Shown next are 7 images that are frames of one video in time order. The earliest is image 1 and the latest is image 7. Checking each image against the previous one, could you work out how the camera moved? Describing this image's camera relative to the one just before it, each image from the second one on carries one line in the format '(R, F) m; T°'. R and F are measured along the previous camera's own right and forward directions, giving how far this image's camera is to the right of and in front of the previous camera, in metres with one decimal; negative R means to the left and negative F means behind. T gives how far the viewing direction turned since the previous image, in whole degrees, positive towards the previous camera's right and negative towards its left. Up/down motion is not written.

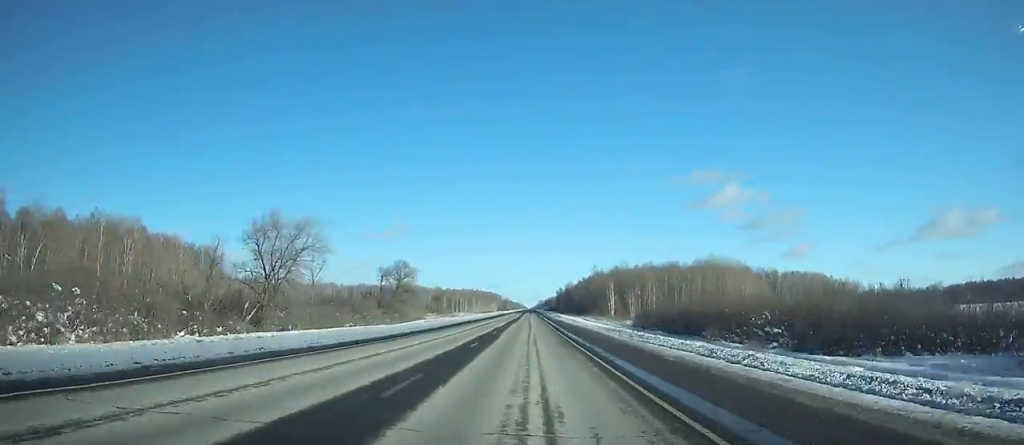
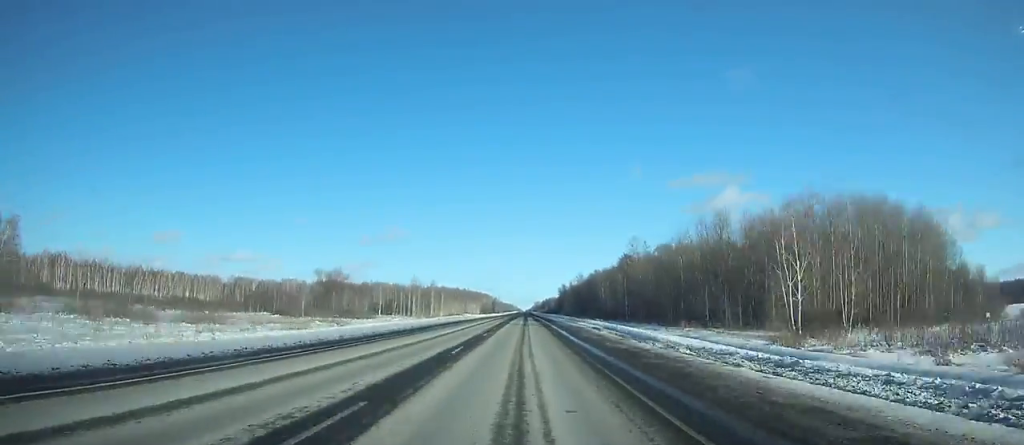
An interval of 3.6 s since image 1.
(+0.4, +107.9) m; 0°
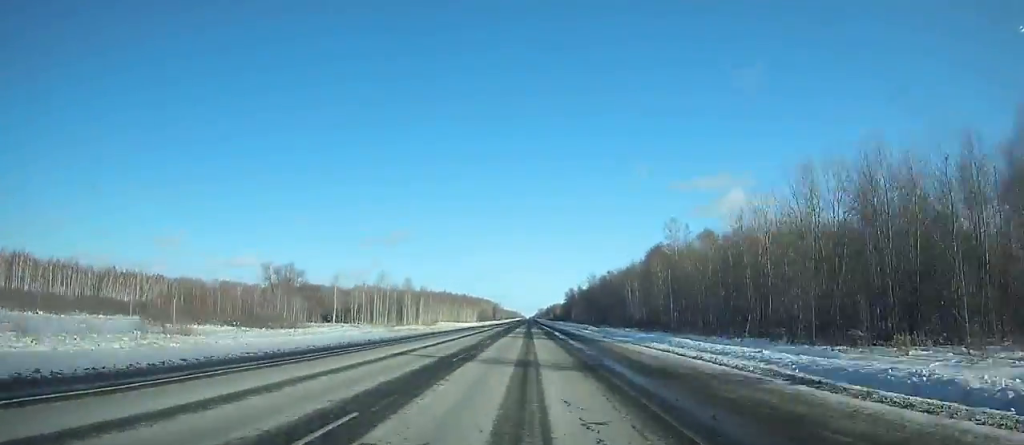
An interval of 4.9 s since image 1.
(-0.1, +37.1) m; 0°
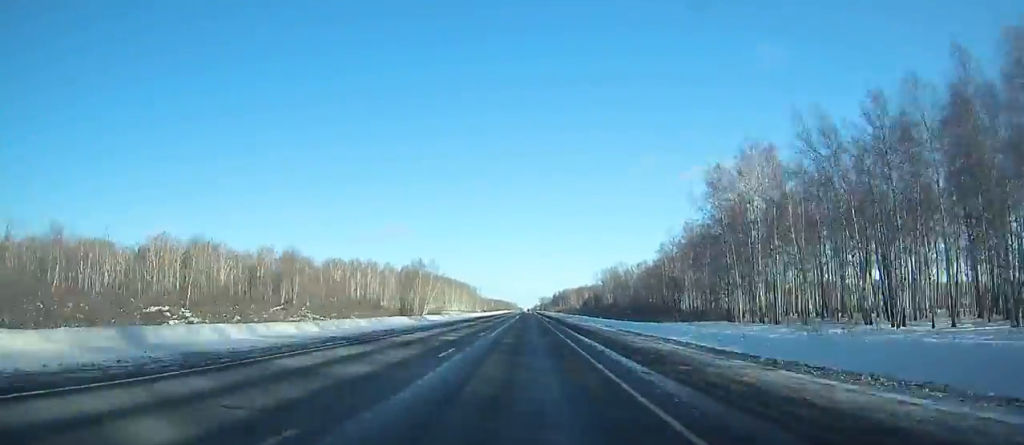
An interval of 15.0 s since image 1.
(+0.4, +269.8) m; 0°
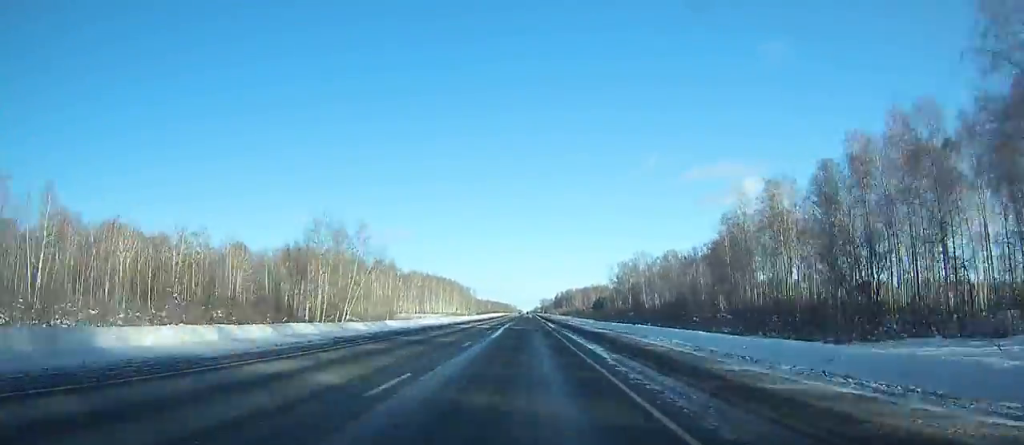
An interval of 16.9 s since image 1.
(+0.2, +52.5) m; 0°
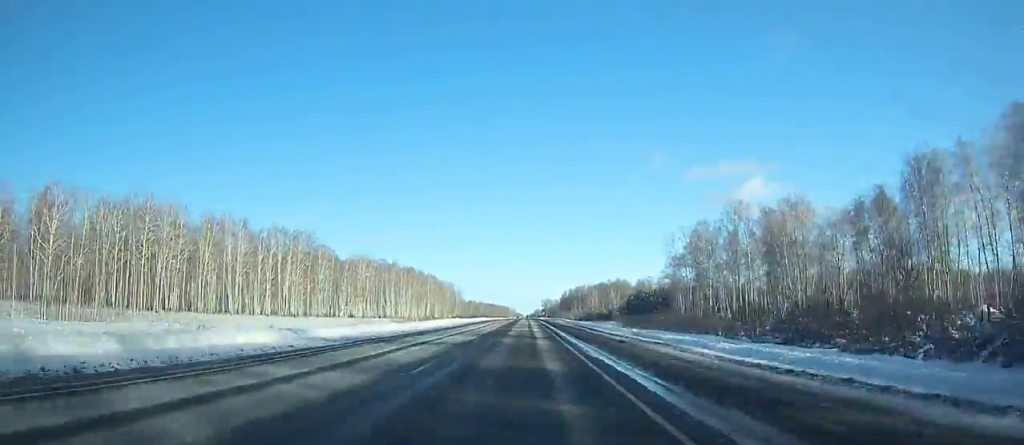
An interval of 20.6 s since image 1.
(+0.1, +101.3) m; 0°
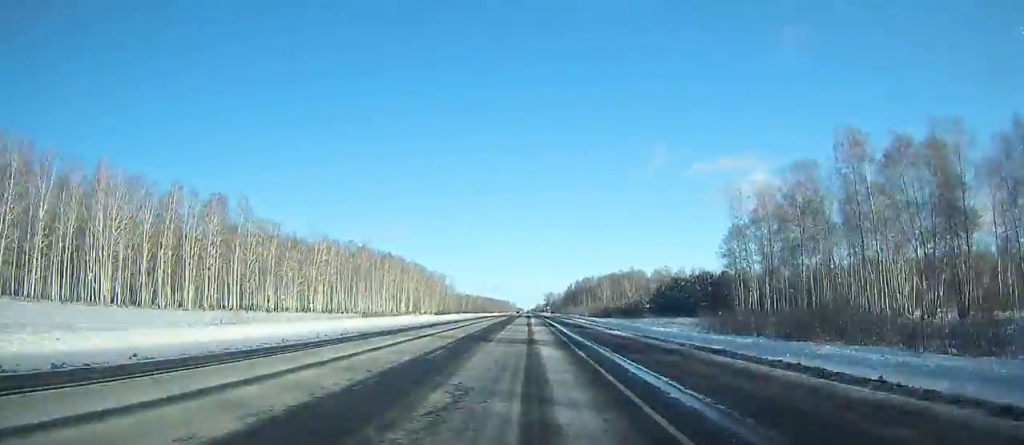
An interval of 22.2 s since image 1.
(-0.1, +43.7) m; 0°
